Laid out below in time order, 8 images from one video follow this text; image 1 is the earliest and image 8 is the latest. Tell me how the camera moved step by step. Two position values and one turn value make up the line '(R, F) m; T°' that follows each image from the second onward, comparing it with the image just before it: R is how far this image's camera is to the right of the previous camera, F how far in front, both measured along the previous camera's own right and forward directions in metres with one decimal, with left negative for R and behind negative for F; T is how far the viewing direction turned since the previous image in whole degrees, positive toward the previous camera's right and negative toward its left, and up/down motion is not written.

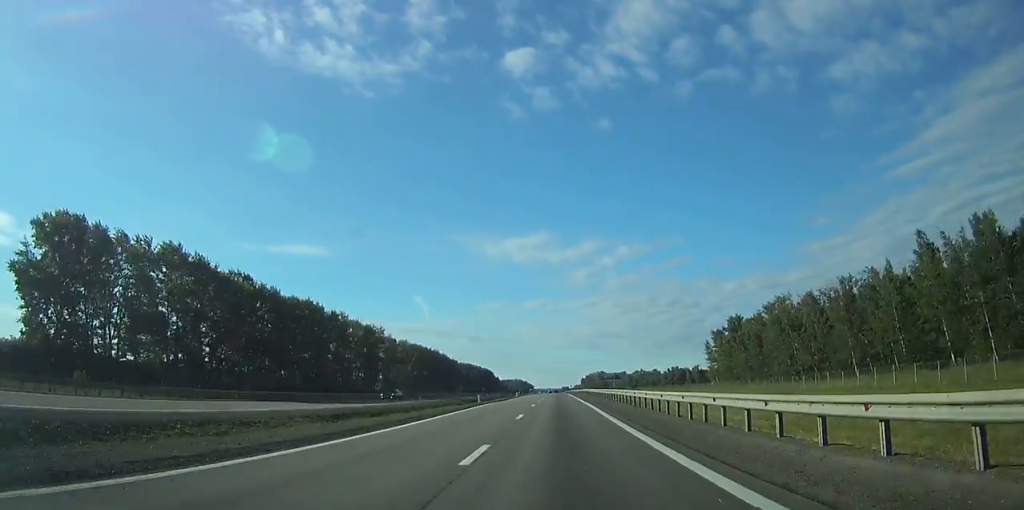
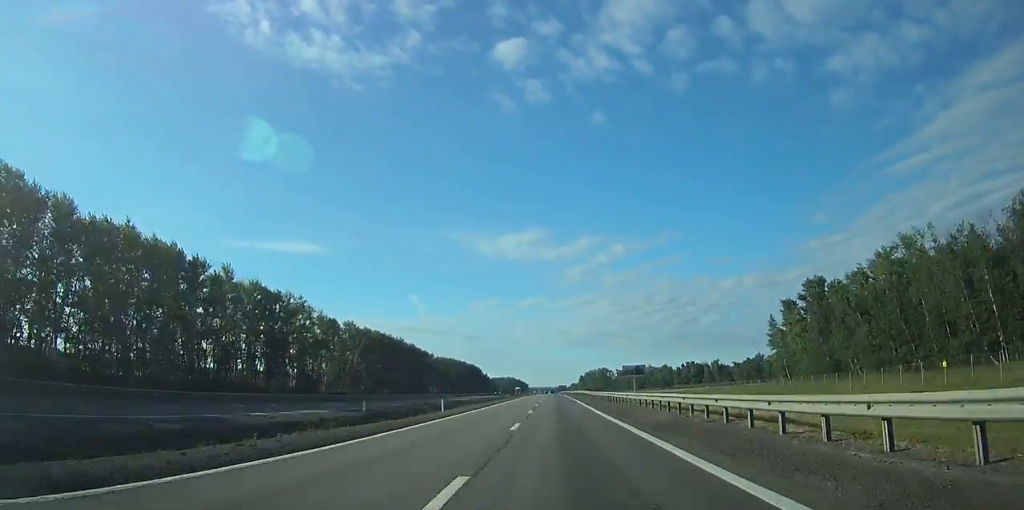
(0.0, +63.8) m; 0°
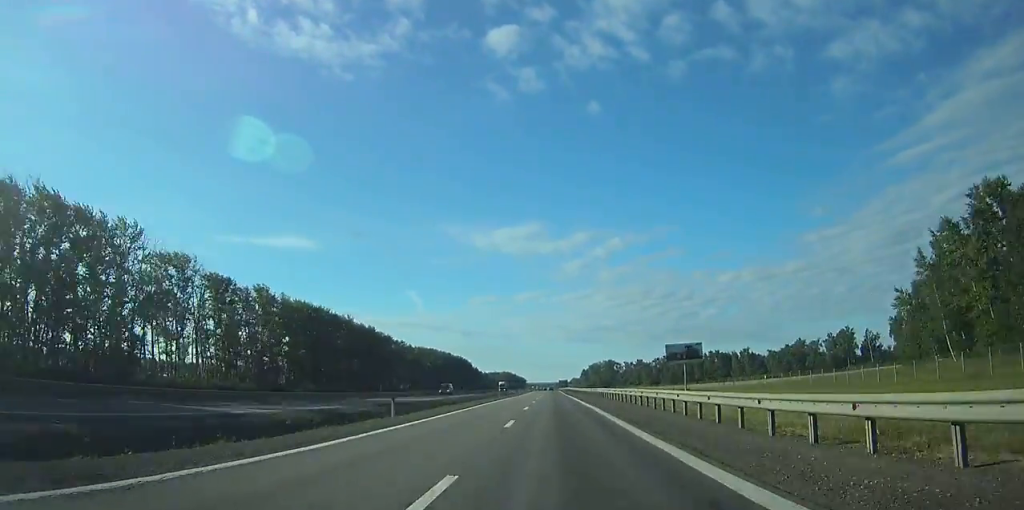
(+0.1, +57.1) m; 0°
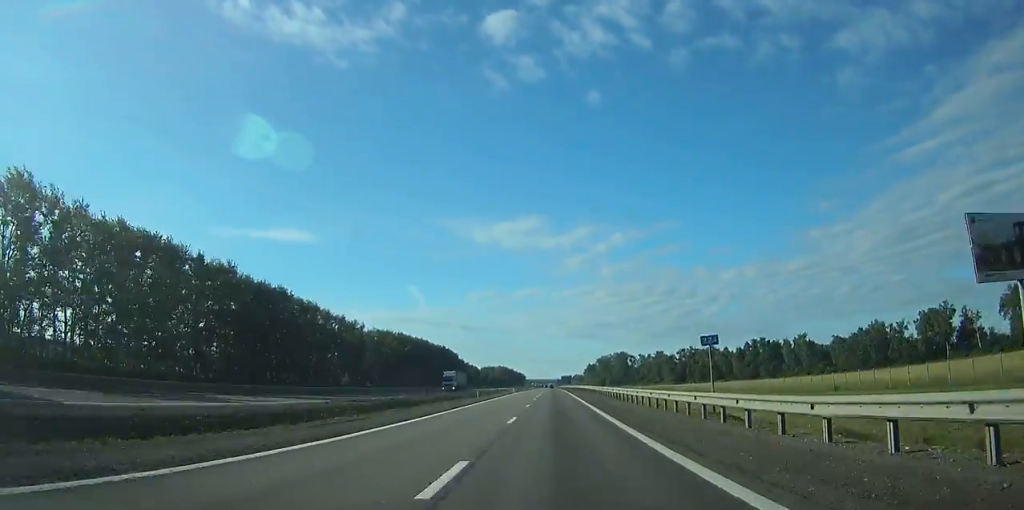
(0.0, +68.8) m; 0°
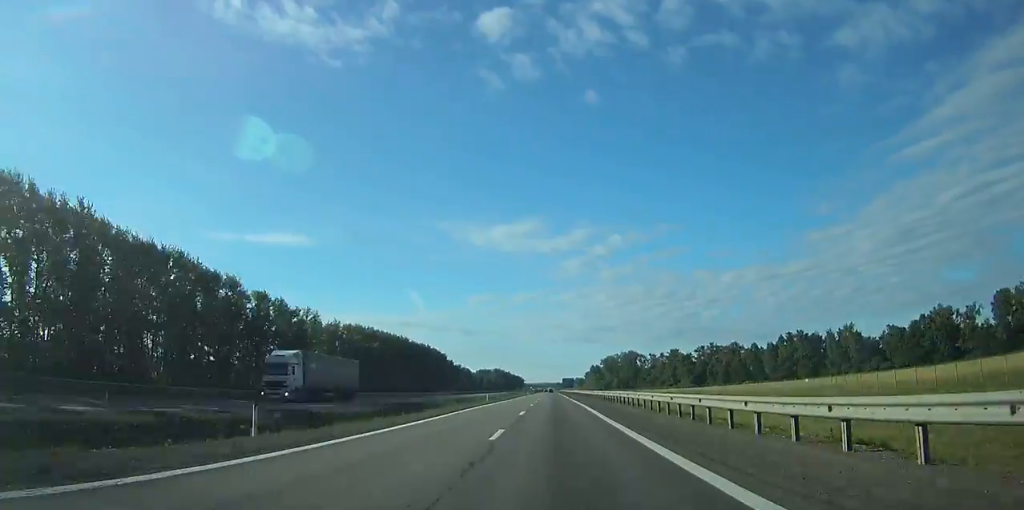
(-0.1, +38.9) m; 0°
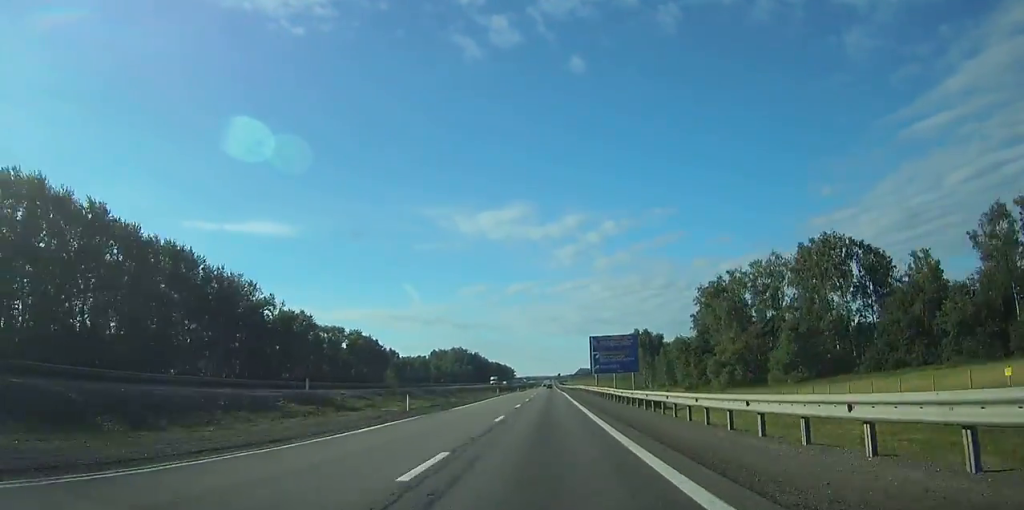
(-0.2, +241.7) m; 0°
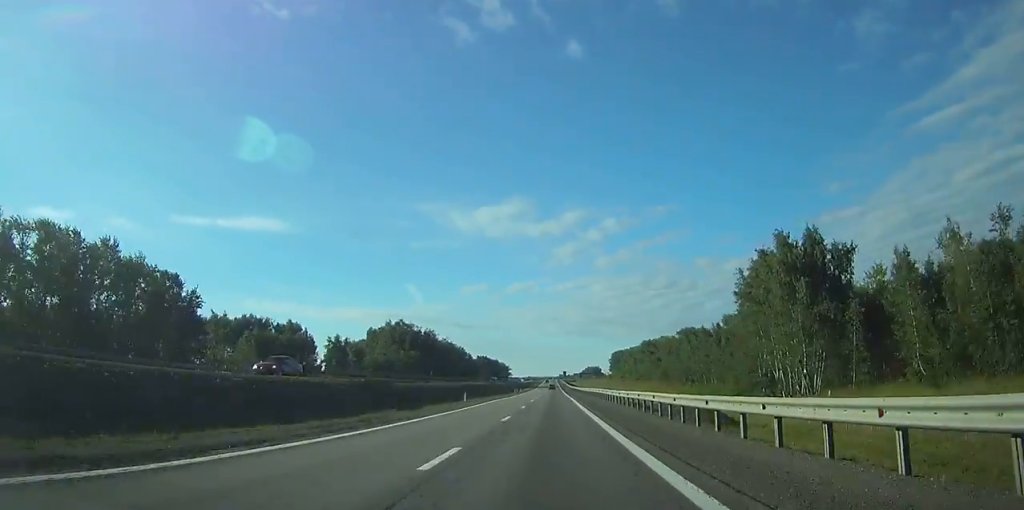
(+0.1, +132.9) m; 0°
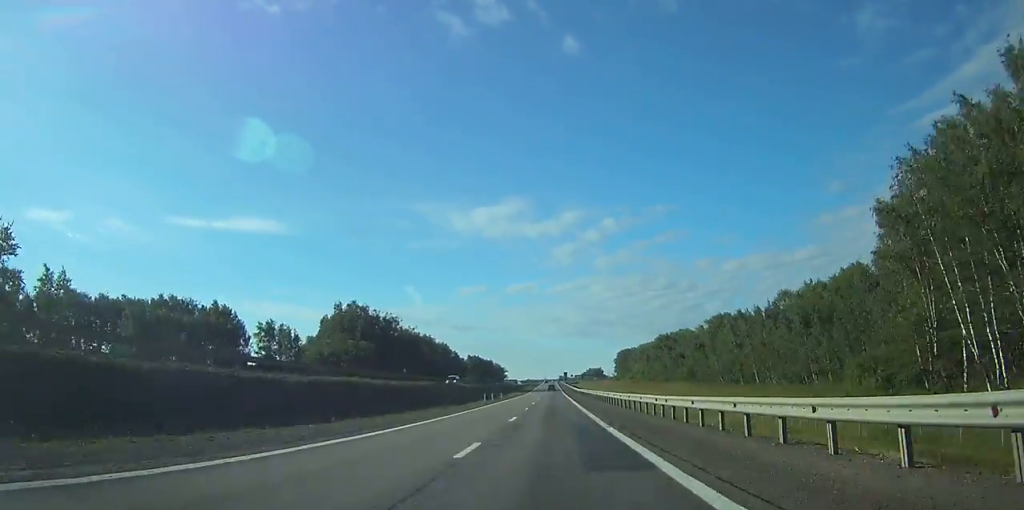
(-0.1, +46.4) m; 0°
